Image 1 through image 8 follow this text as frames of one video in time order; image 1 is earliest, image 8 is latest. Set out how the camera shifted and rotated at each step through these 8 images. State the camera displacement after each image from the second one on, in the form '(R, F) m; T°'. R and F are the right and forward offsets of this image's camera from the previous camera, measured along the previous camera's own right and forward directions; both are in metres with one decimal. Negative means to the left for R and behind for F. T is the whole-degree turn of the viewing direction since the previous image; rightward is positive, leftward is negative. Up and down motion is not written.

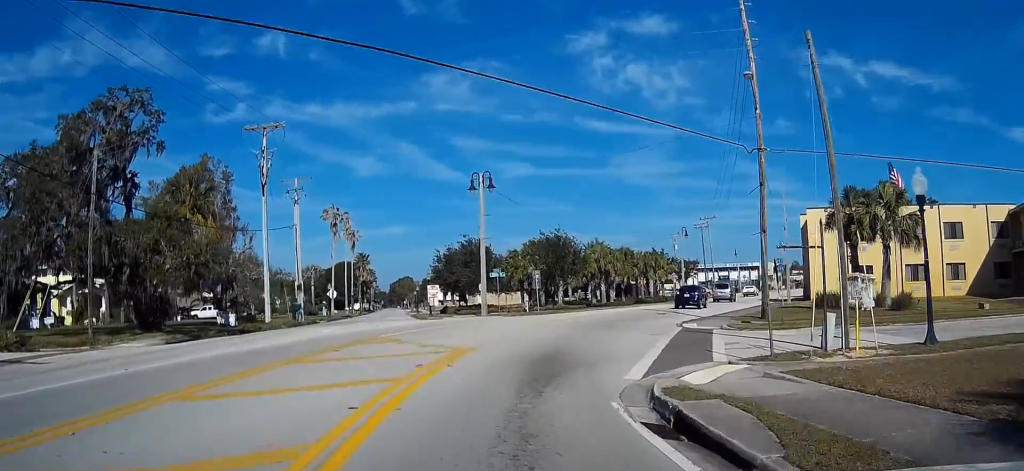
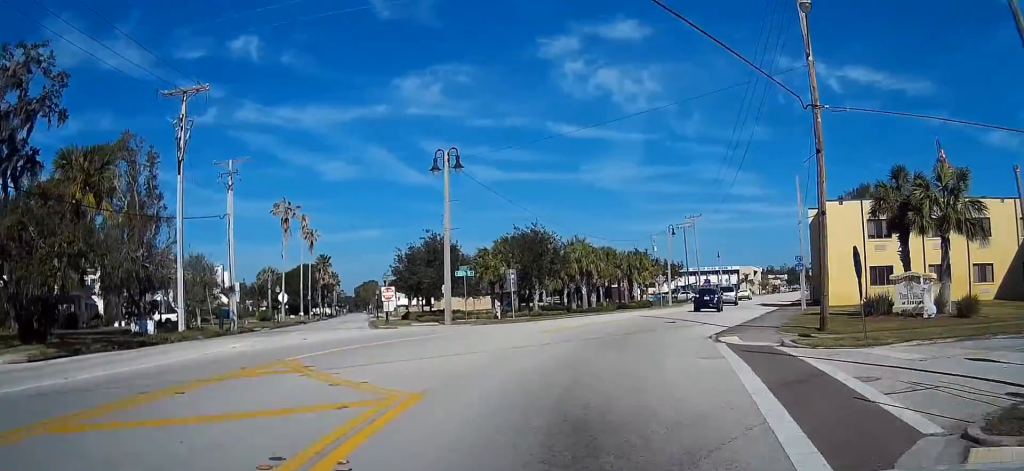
(+0.1, +8.8) m; +3°
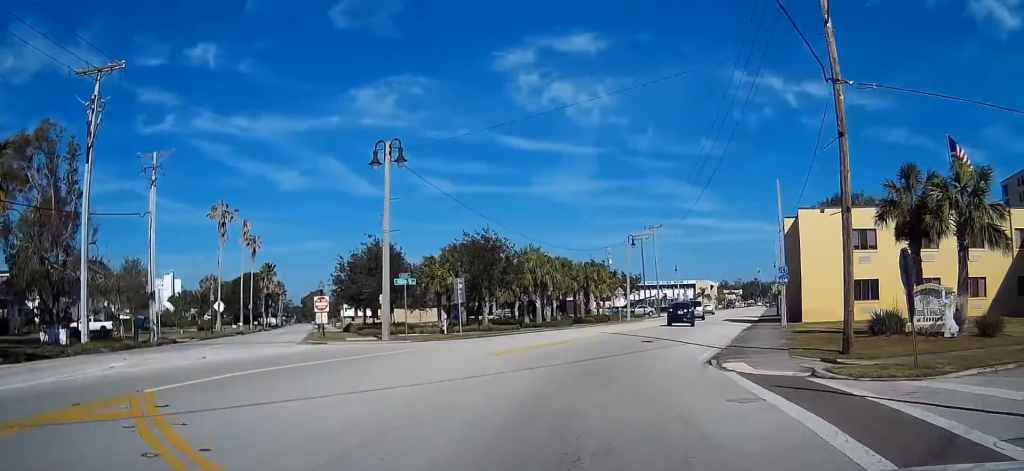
(0.0, +5.0) m; +3°
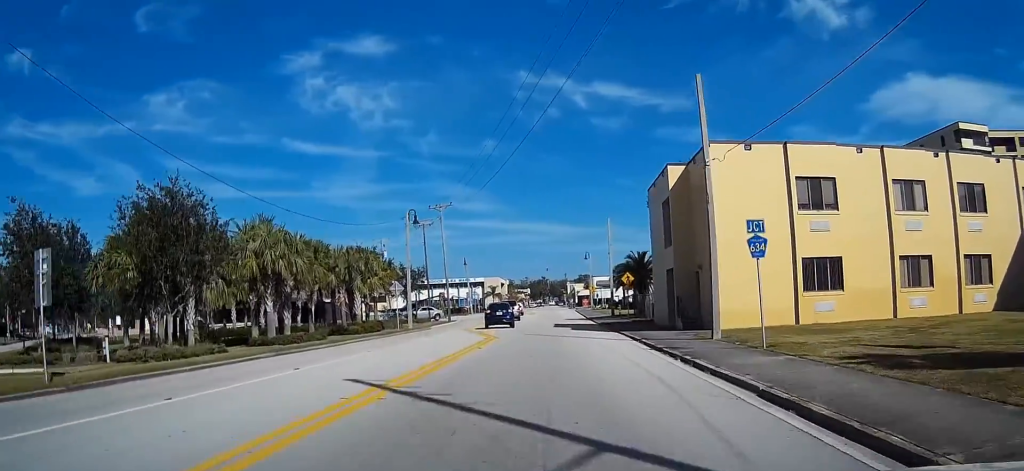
(+3.2, +22.1) m; +18°
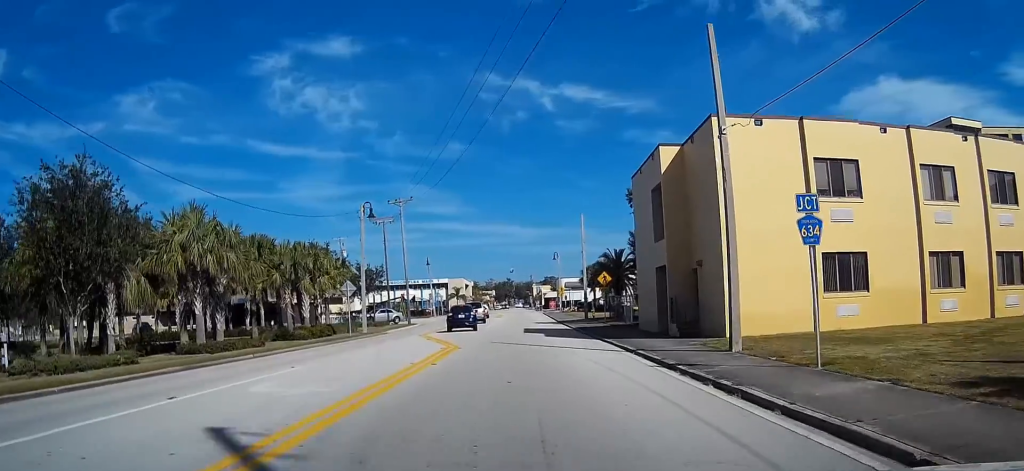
(+0.3, +5.2) m; +3°
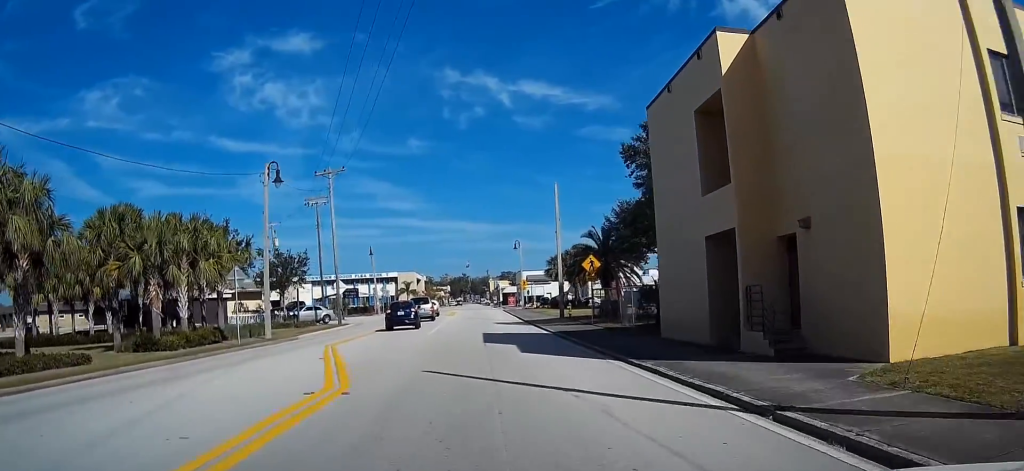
(+0.7, +13.3) m; +3°
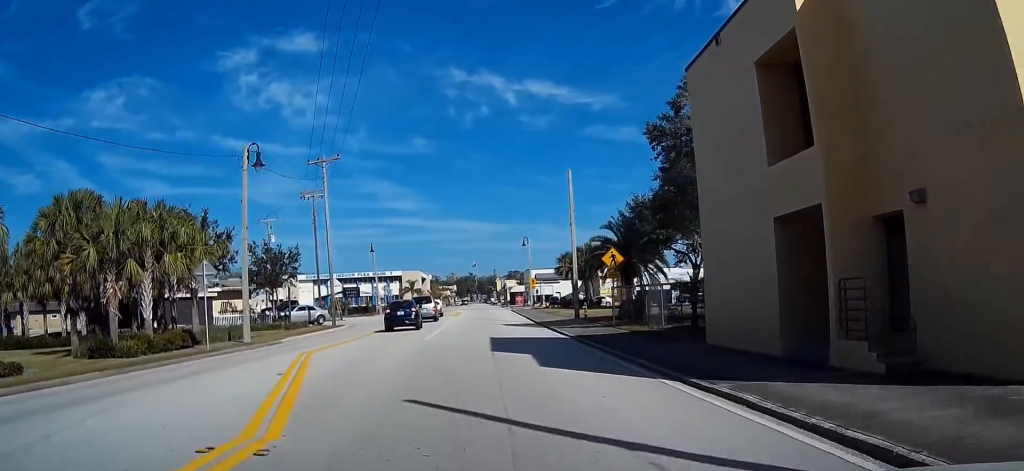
(0.0, +4.6) m; 0°
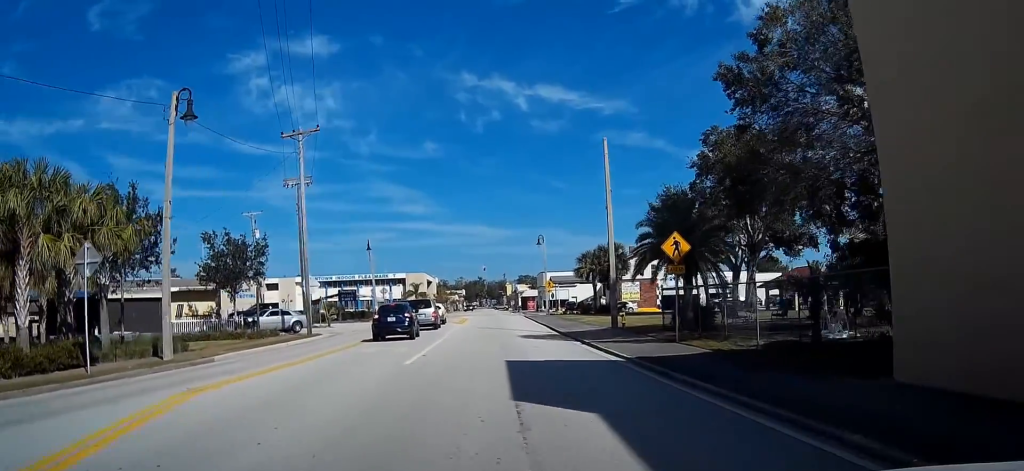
(-0.1, +9.8) m; -1°
